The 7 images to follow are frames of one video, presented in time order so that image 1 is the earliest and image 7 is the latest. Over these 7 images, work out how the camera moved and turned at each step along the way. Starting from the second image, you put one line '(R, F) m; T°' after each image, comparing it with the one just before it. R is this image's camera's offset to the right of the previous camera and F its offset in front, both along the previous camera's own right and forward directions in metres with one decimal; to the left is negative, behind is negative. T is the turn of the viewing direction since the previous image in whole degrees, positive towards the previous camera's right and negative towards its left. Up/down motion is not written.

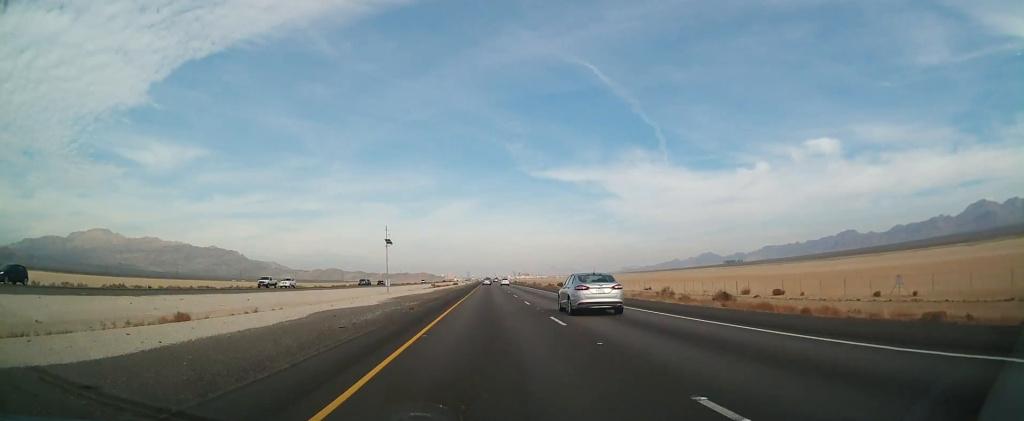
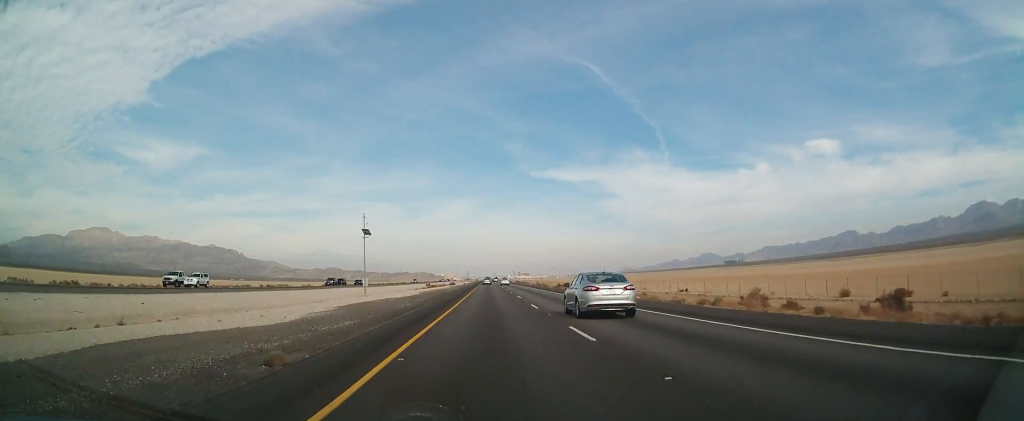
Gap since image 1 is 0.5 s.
(0.0, +18.5) m; -1°
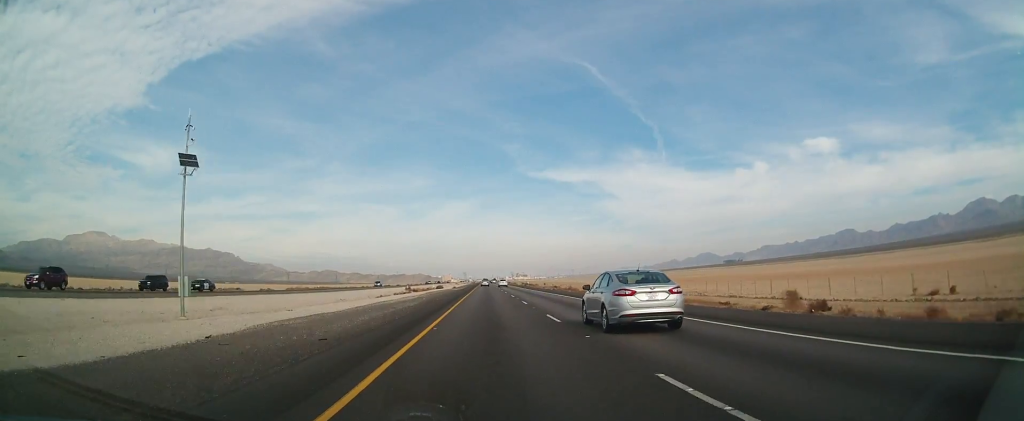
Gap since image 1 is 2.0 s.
(0.0, +51.0) m; +1°
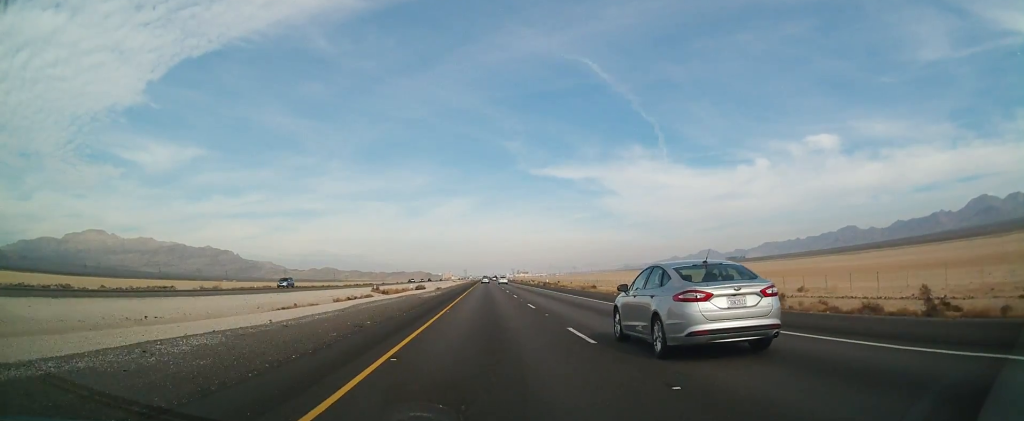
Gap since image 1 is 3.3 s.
(+0.1, +49.6) m; 0°
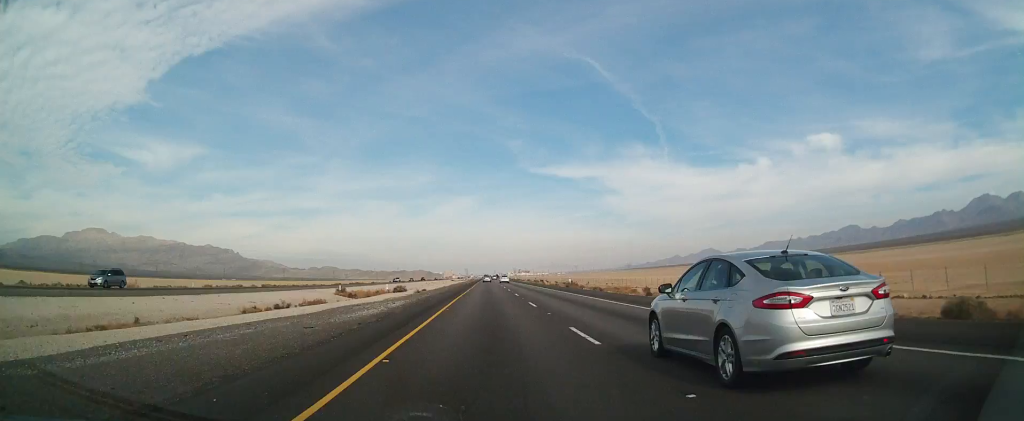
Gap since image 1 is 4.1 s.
(-0.2, +29.5) m; 0°
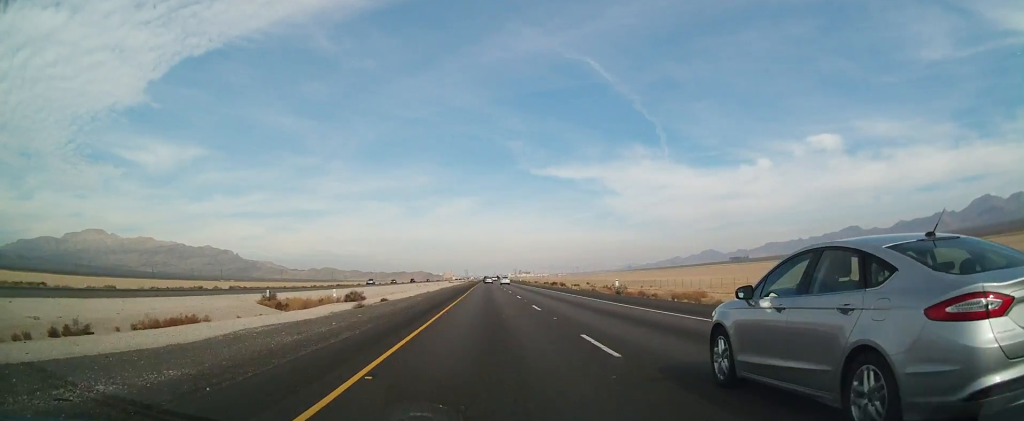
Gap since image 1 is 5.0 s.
(+0.2, +30.9) m; 0°
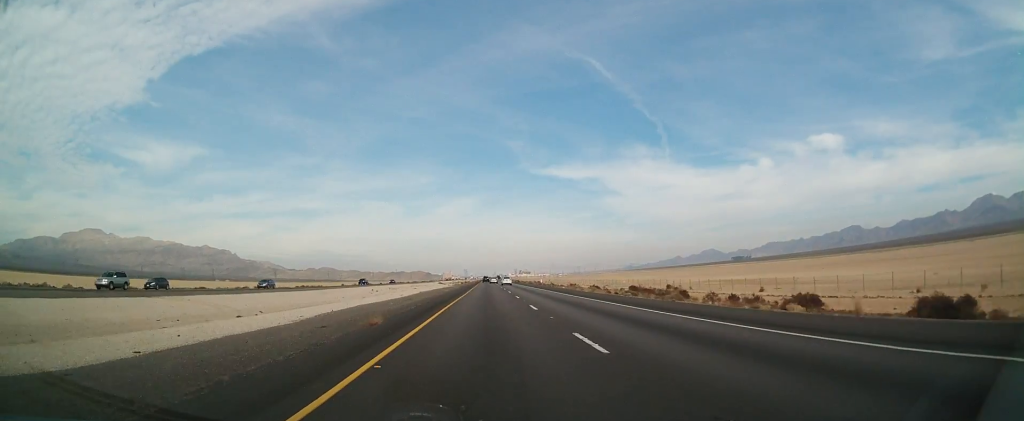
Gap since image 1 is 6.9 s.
(+0.2, +72.5) m; 0°
